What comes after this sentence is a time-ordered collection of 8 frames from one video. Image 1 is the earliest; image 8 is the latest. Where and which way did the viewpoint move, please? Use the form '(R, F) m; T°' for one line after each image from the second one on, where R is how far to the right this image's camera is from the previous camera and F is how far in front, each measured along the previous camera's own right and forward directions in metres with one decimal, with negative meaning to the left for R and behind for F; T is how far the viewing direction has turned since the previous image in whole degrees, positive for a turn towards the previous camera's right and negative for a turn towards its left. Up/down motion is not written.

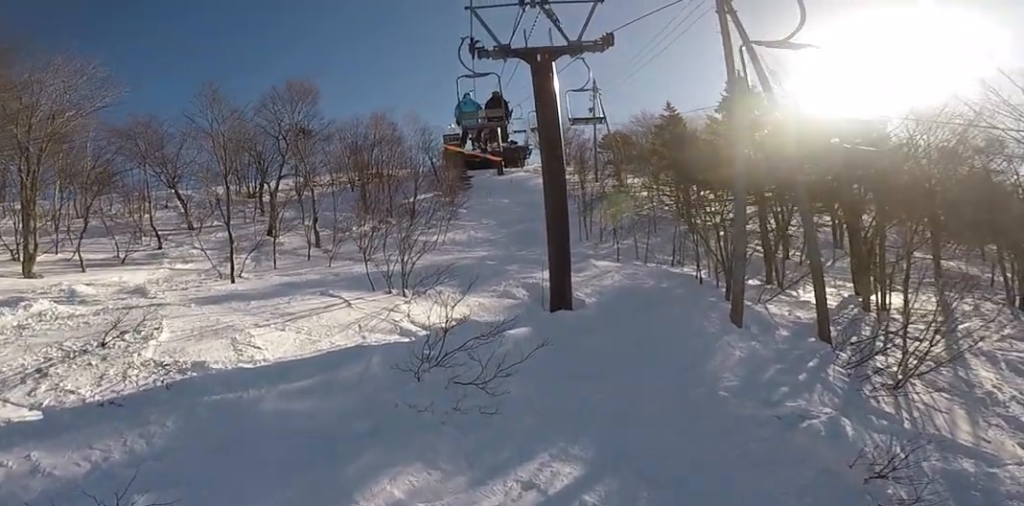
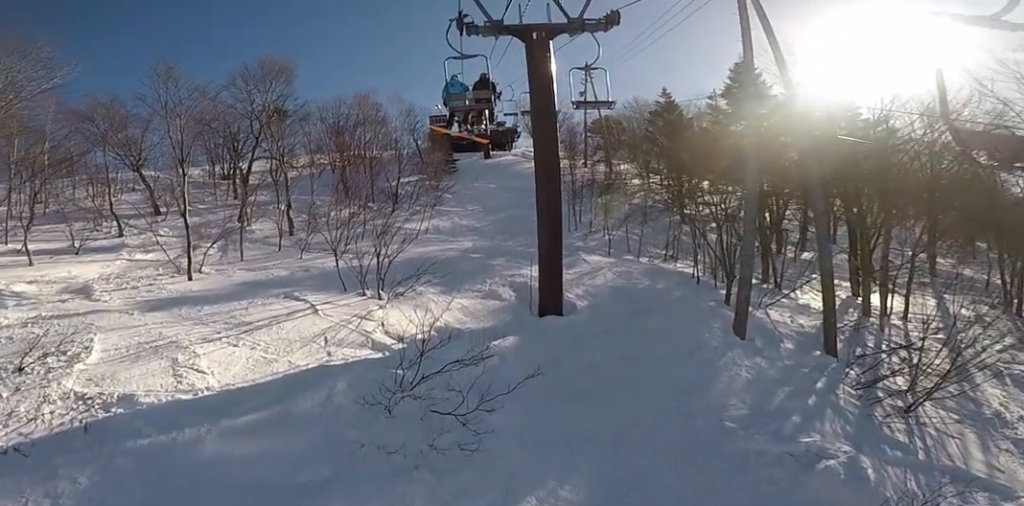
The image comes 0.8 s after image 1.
(0.0, +1.3) m; 0°
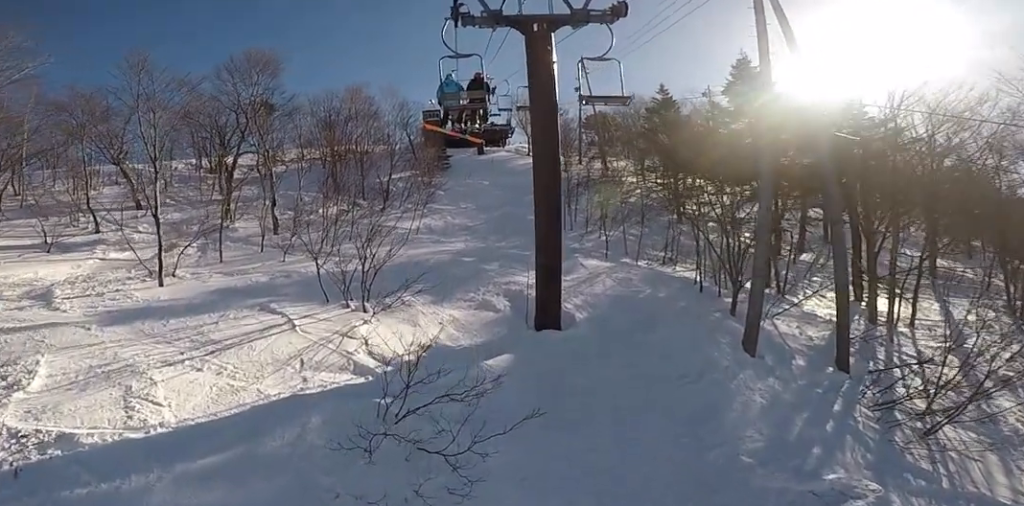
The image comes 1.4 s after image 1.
(0.0, +0.9) m; 0°
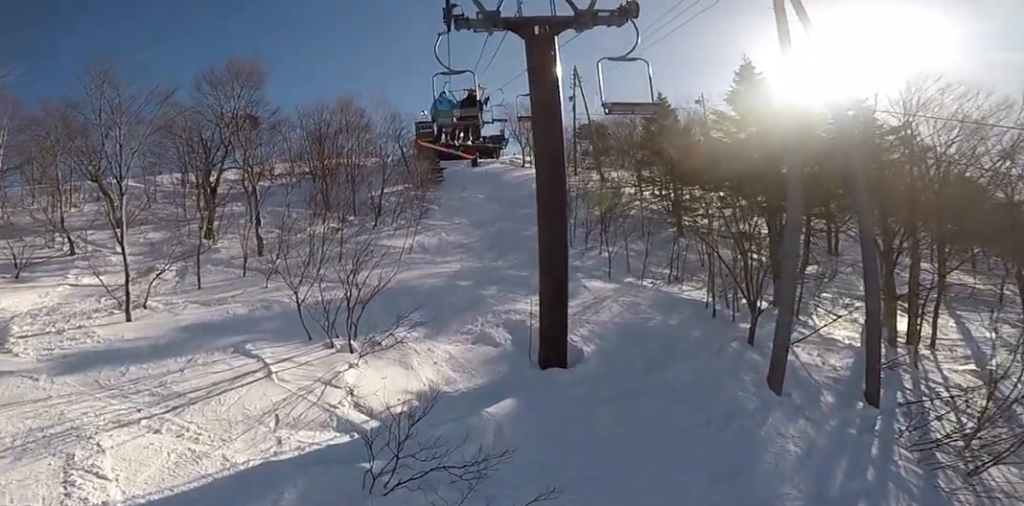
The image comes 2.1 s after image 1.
(0.0, +1.0) m; 0°
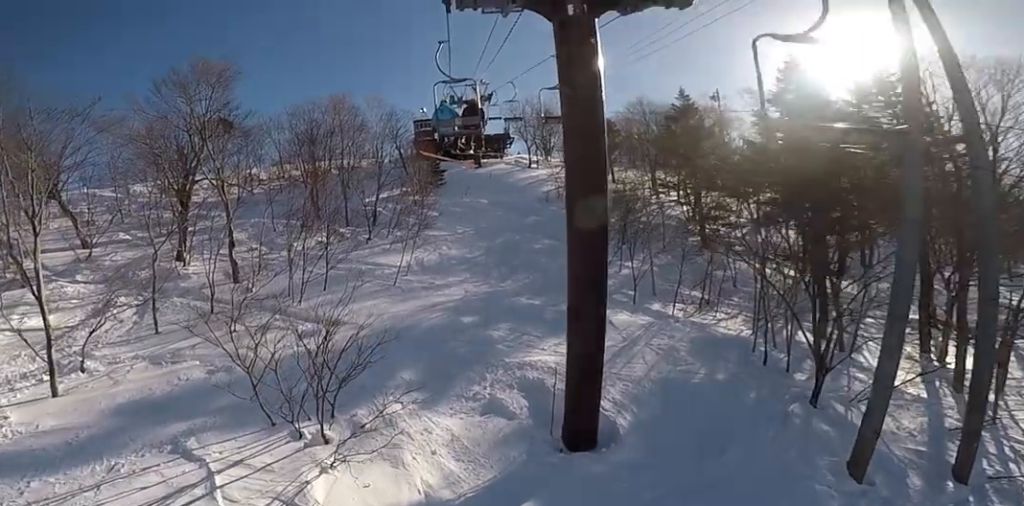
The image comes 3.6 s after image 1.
(0.0, +2.3) m; 0°
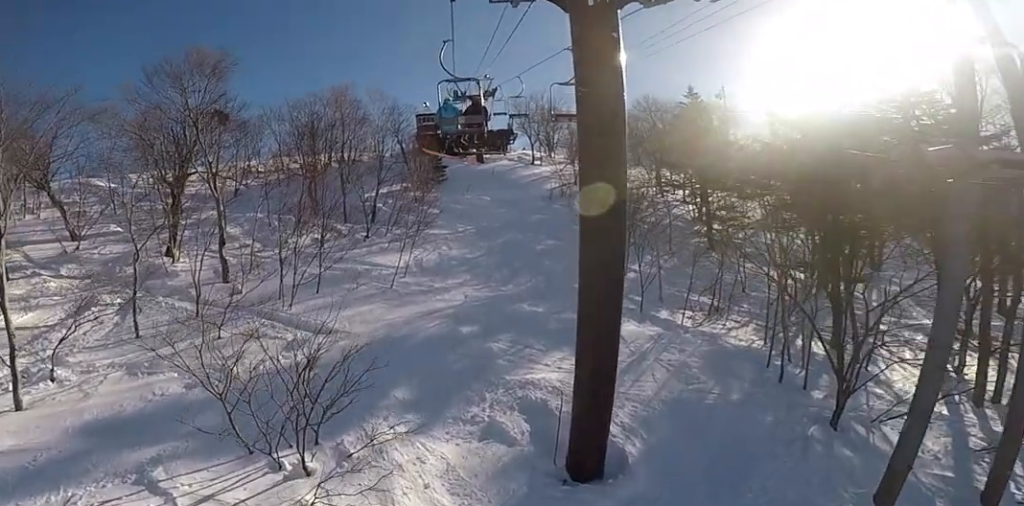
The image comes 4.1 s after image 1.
(0.0, +0.7) m; 0°
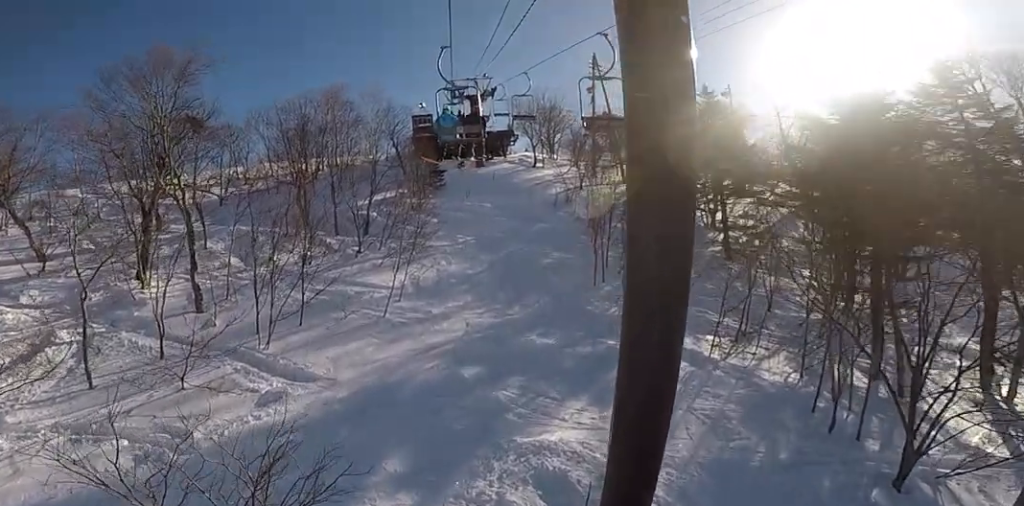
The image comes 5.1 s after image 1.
(0.0, +1.6) m; 0°
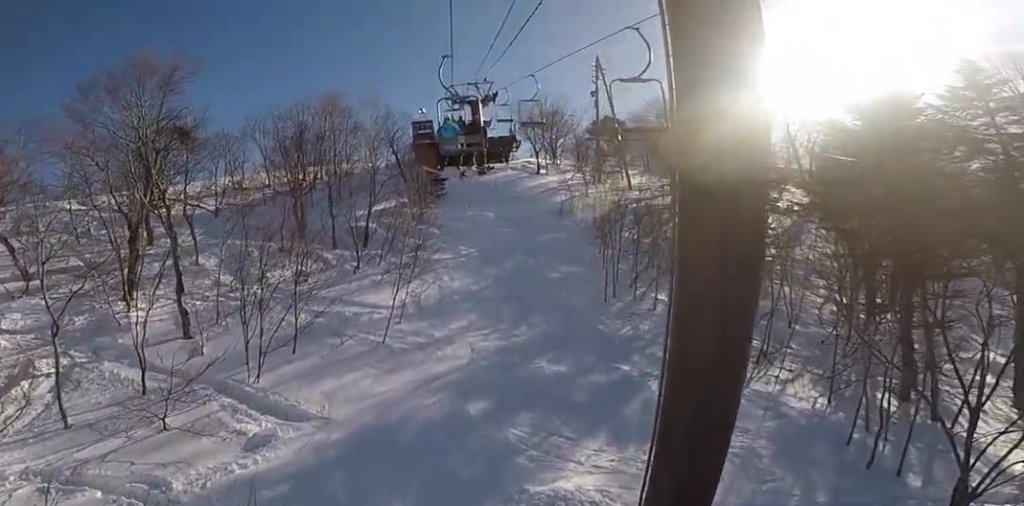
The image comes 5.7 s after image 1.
(0.0, +0.9) m; 0°
